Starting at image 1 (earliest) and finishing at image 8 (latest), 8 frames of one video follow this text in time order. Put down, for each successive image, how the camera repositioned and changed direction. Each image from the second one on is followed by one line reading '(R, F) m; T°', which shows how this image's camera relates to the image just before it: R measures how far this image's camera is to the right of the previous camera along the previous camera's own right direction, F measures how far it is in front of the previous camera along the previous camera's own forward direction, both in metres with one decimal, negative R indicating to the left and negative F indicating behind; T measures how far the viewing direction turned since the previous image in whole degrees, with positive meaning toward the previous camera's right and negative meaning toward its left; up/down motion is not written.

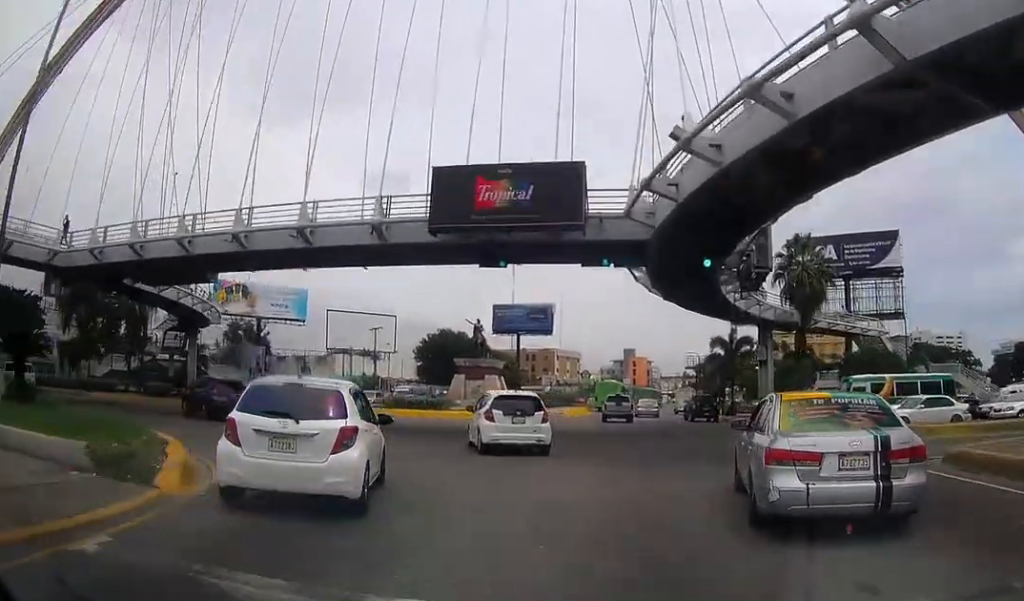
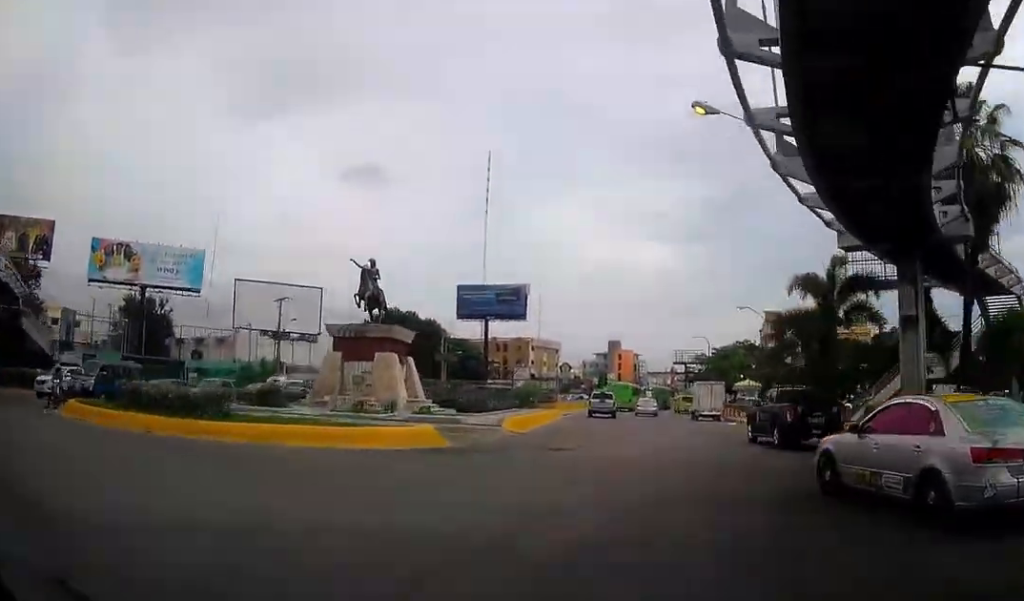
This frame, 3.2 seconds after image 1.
(+0.5, +26.3) m; +2°
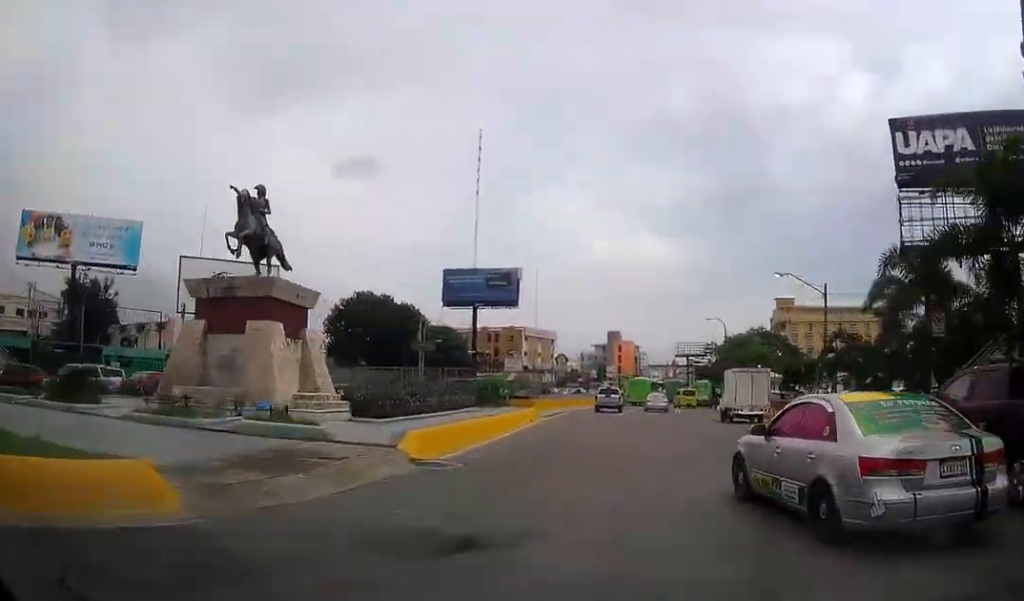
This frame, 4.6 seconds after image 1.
(+0.2, +12.8) m; 0°
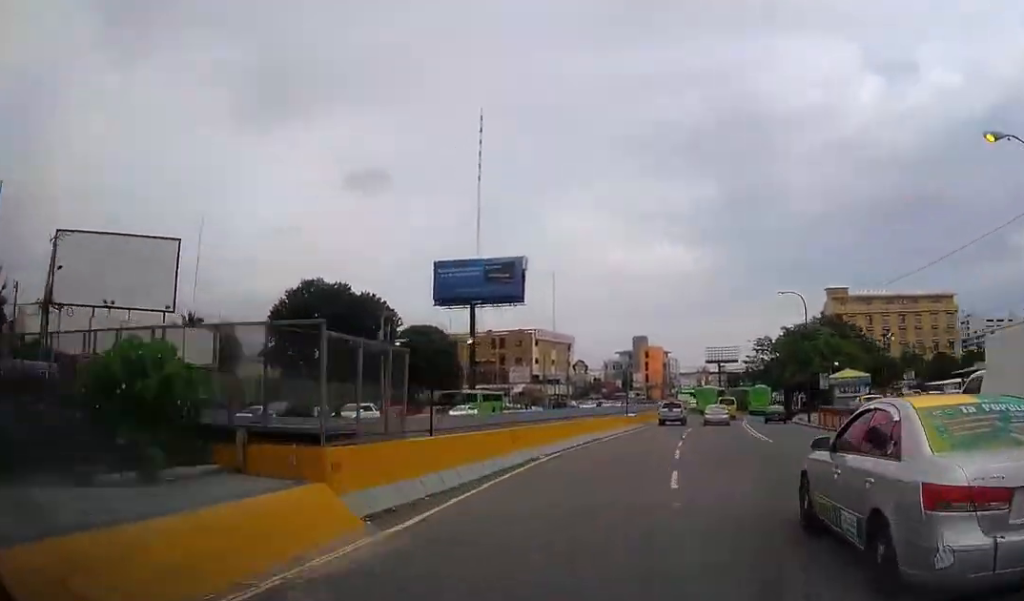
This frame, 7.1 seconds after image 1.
(-0.3, +25.6) m; 0°
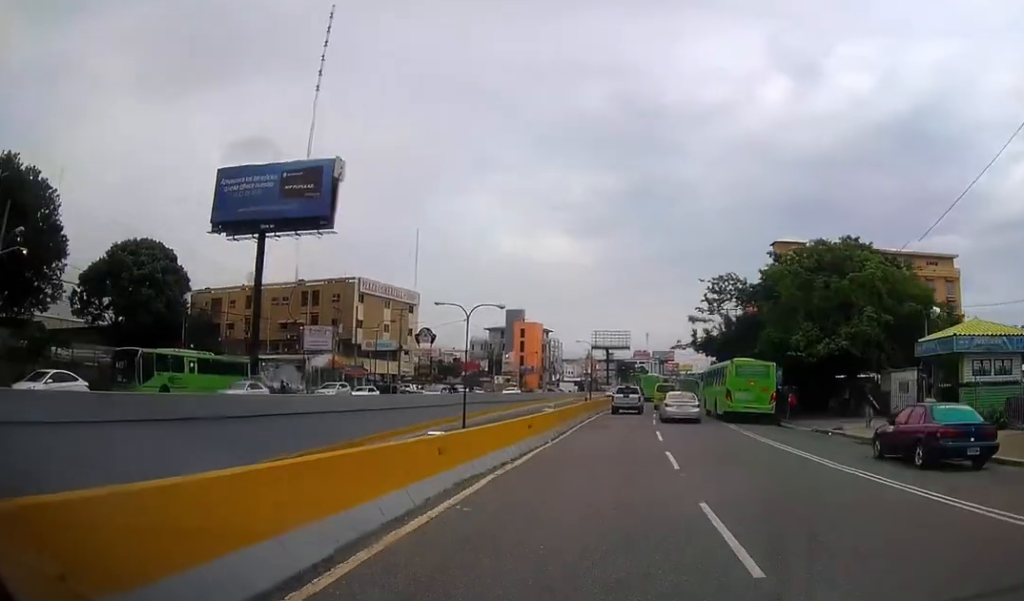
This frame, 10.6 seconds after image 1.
(+1.7, +41.0) m; +6°
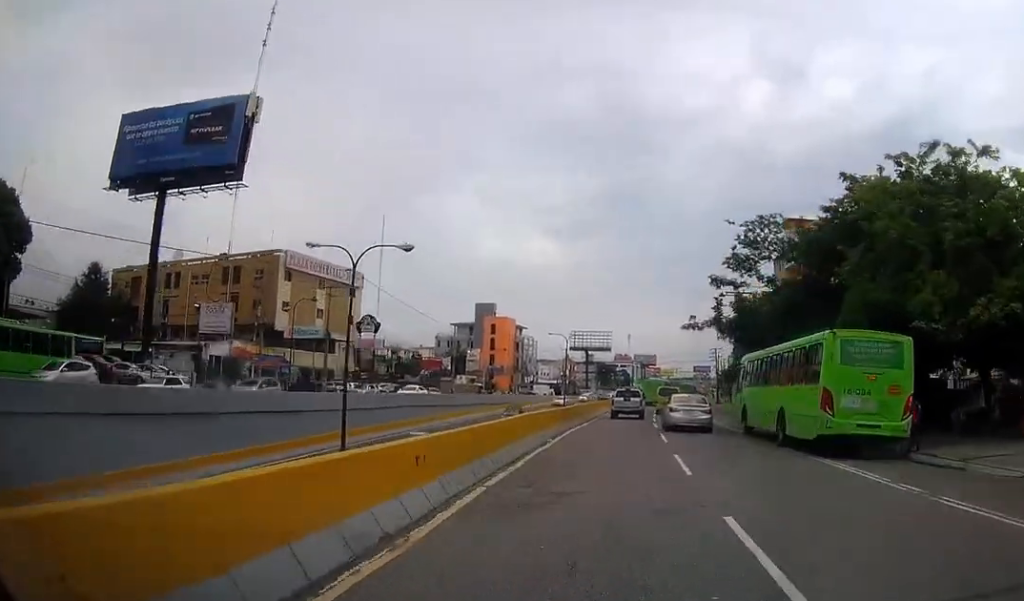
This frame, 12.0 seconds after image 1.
(+0.4, +17.1) m; +3°
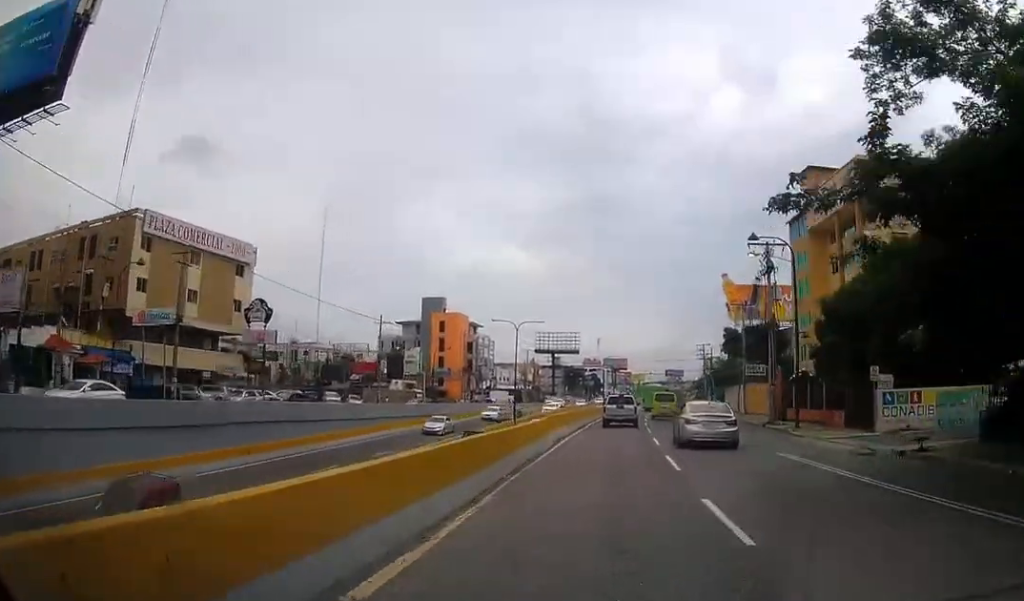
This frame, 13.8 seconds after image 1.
(+0.8, +22.7) m; +2°
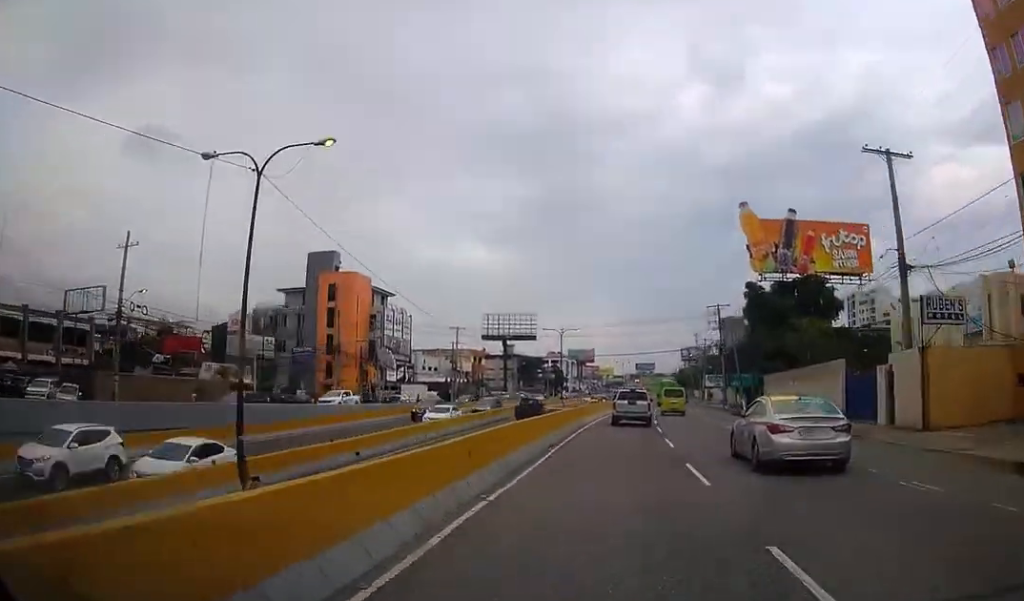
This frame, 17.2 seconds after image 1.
(+1.1, +43.0) m; +3°
